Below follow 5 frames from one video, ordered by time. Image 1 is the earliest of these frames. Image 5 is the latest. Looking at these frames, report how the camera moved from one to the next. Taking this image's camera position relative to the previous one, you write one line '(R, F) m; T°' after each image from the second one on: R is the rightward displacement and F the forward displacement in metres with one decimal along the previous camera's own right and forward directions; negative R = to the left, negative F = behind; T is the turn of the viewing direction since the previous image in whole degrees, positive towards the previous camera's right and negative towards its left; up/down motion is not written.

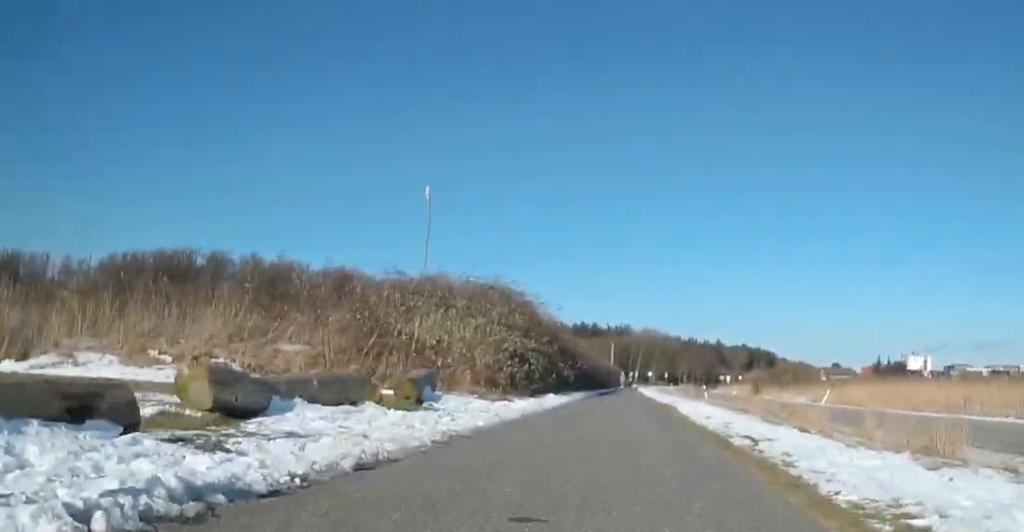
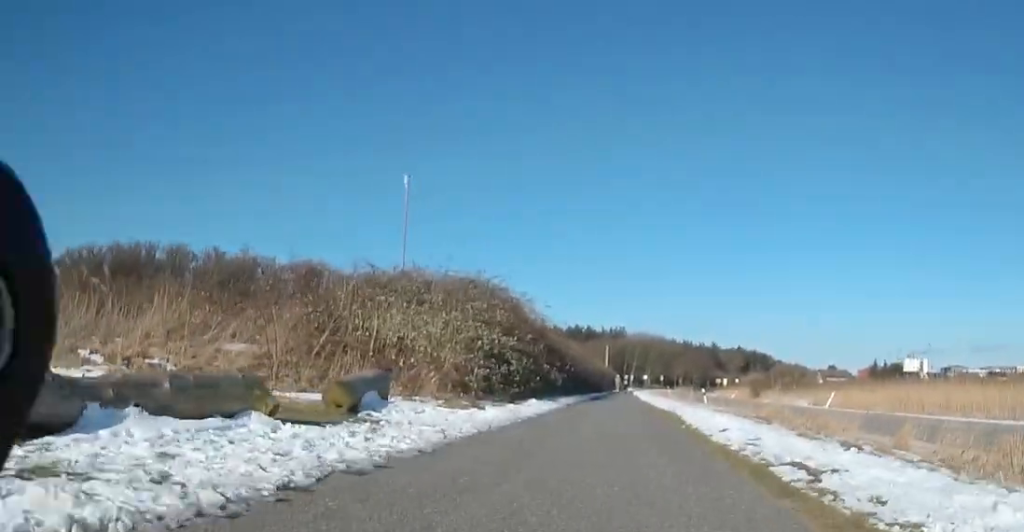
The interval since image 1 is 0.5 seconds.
(+0.1, +2.5) m; +2°
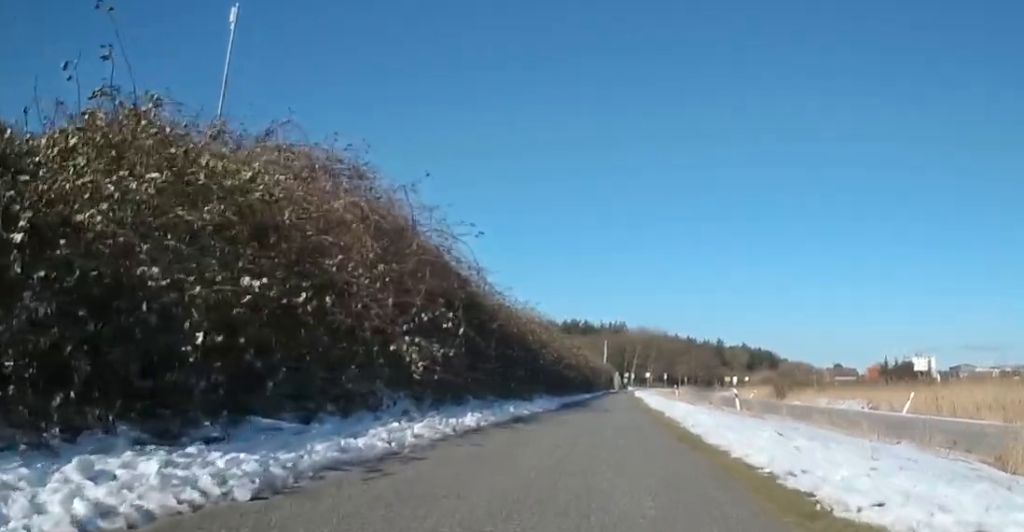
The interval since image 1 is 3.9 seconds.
(+1.4, +14.7) m; -2°
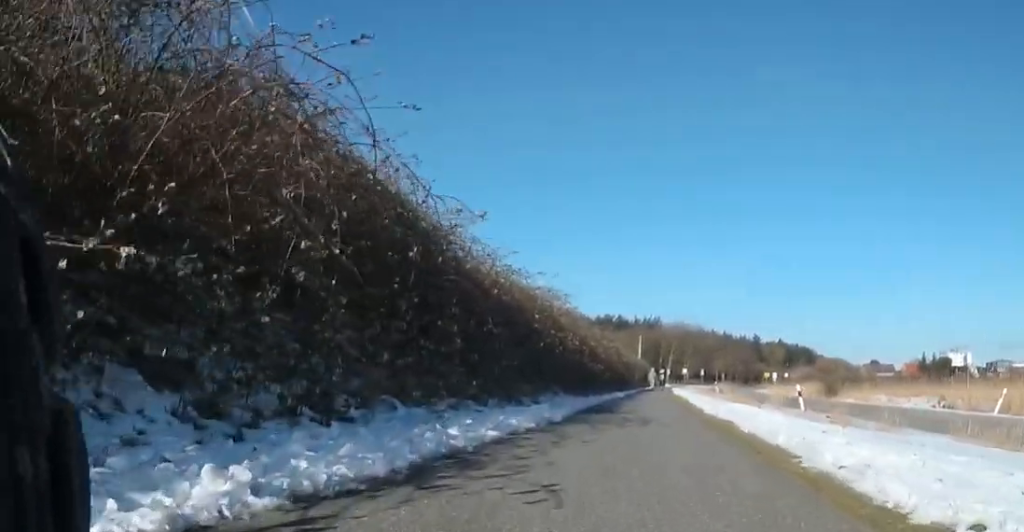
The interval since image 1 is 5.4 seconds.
(-0.6, +6.7) m; +1°
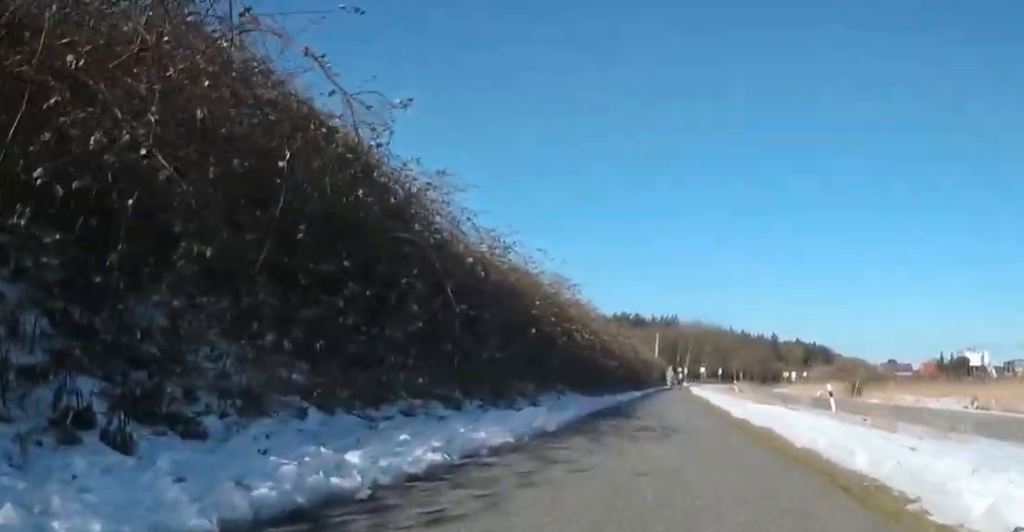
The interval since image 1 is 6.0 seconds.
(+0.3, +2.5) m; +3°
